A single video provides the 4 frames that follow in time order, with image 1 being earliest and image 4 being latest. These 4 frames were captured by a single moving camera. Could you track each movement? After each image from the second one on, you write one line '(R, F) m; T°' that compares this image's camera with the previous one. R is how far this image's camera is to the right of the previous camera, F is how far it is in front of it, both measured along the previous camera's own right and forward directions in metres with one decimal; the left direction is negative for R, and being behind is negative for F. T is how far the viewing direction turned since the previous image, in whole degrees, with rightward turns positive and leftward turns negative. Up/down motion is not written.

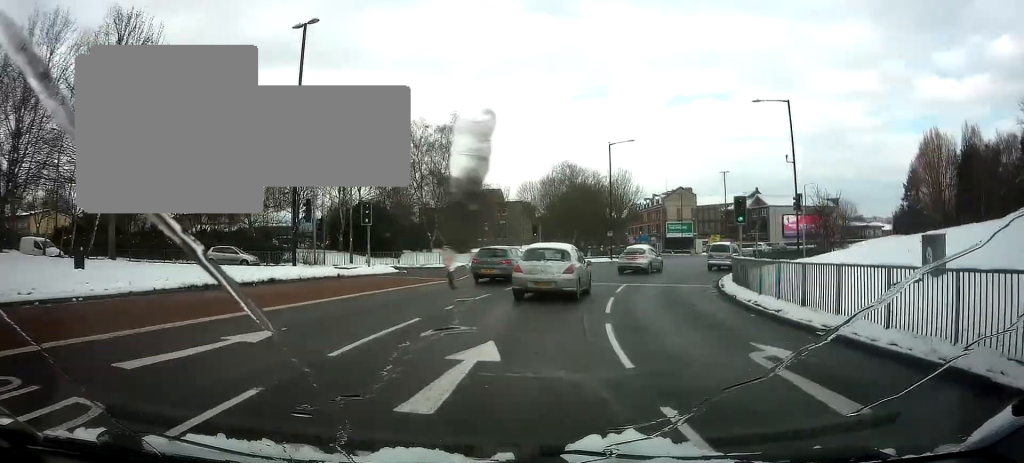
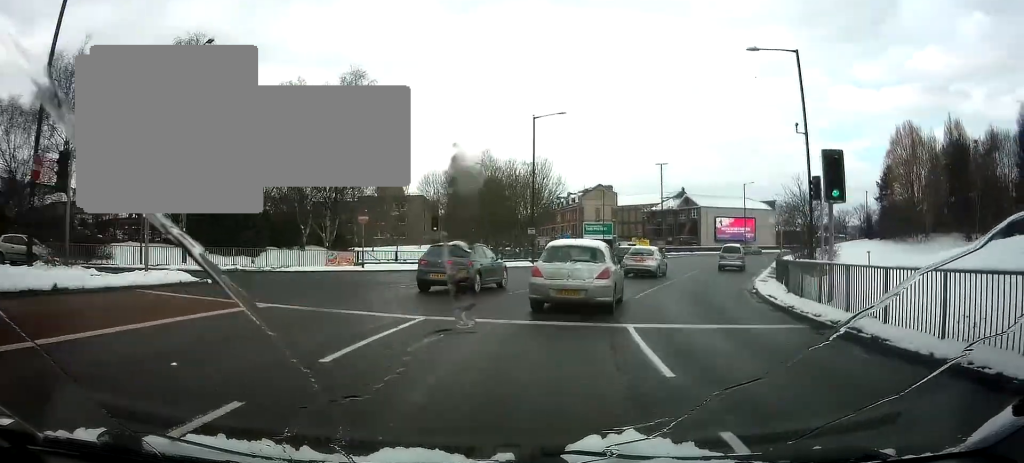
(+0.3, +11.9) m; +9°
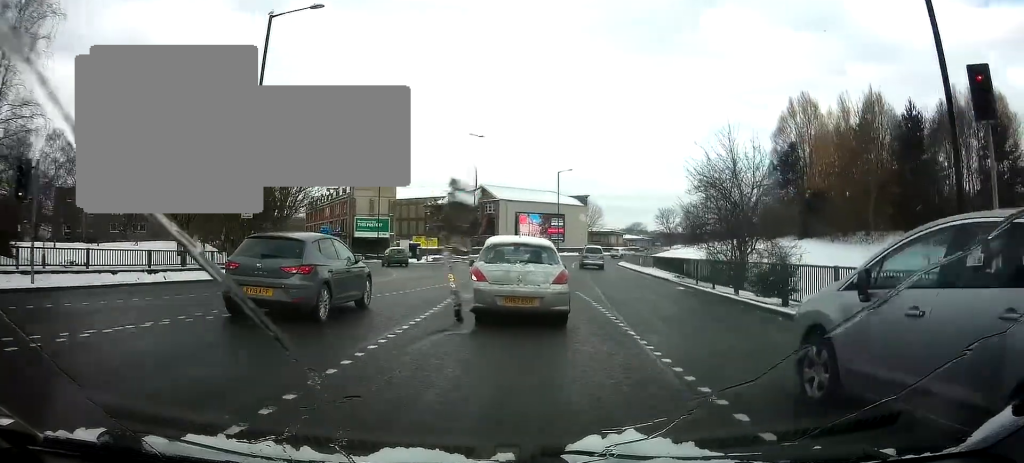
(+3.4, +20.2) m; +19°
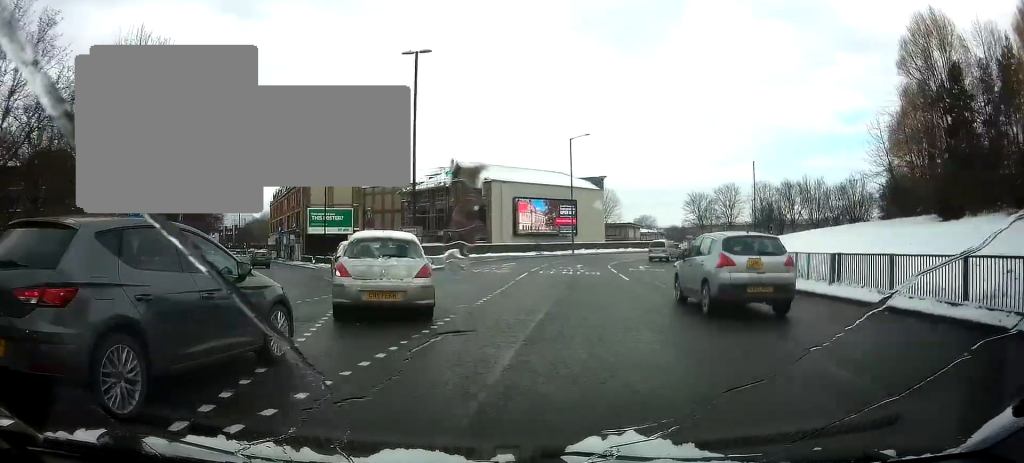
(+3.4, +22.2) m; +11°
